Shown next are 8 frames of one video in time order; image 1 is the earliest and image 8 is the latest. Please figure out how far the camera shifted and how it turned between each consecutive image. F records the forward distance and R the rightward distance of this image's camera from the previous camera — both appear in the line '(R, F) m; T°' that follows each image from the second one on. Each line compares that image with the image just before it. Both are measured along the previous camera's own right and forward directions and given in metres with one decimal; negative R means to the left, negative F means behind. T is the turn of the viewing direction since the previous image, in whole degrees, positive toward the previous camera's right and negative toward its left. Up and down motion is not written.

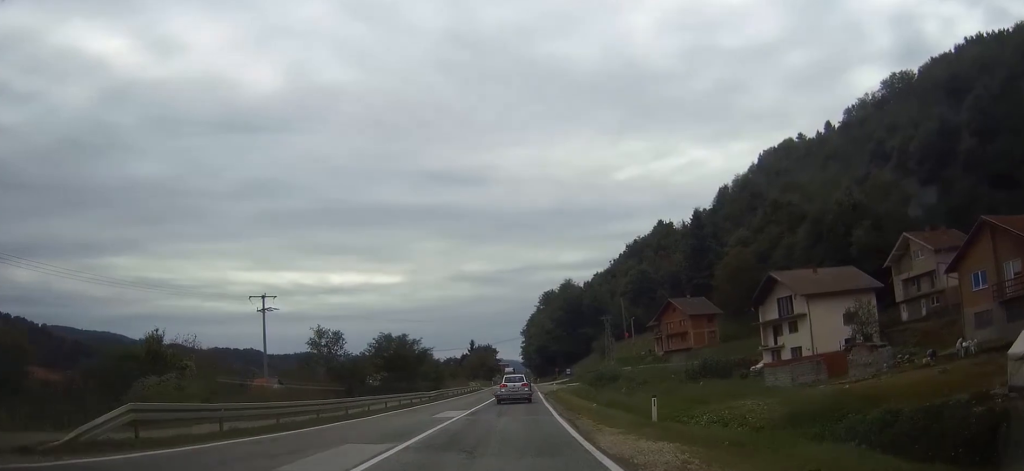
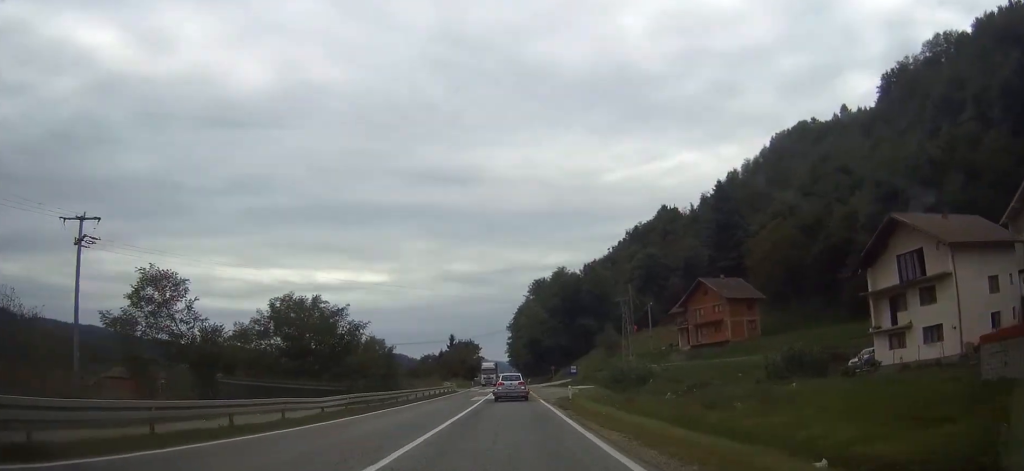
(+0.2, +27.8) m; +1°
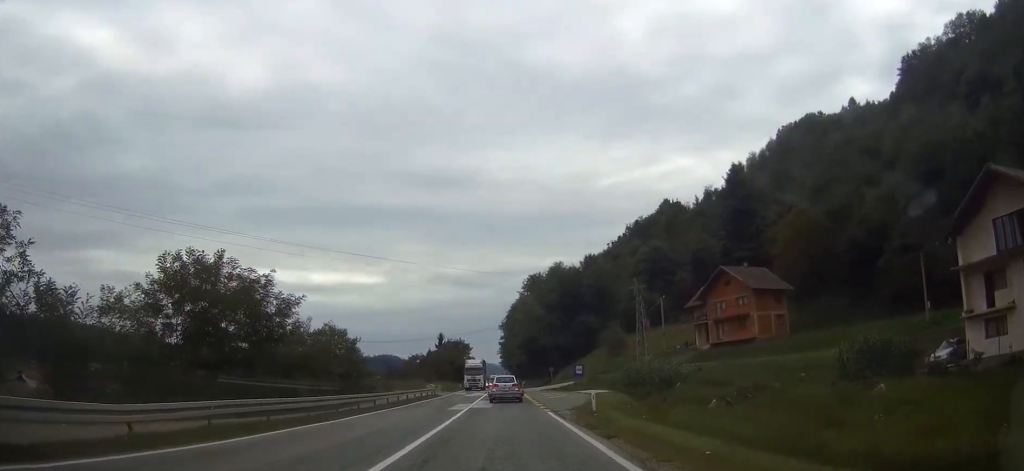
(0.0, +13.0) m; +1°
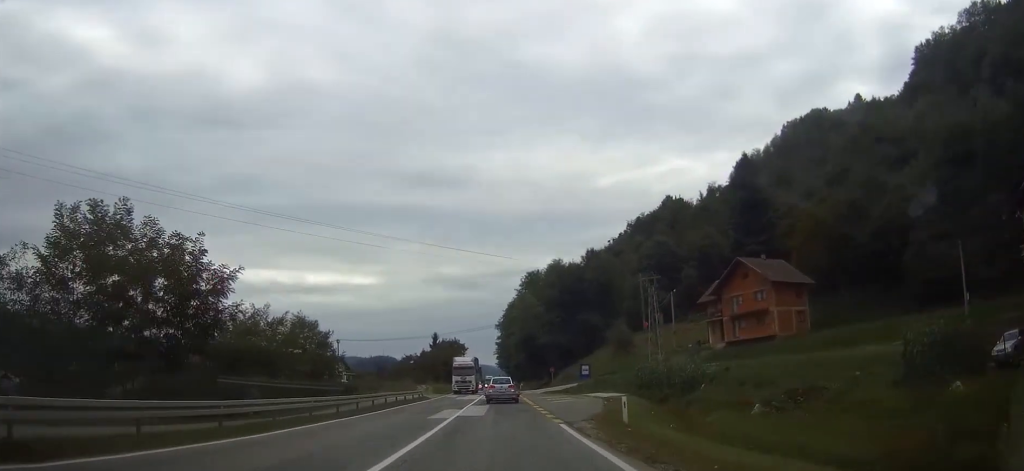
(+0.1, +7.3) m; 0°
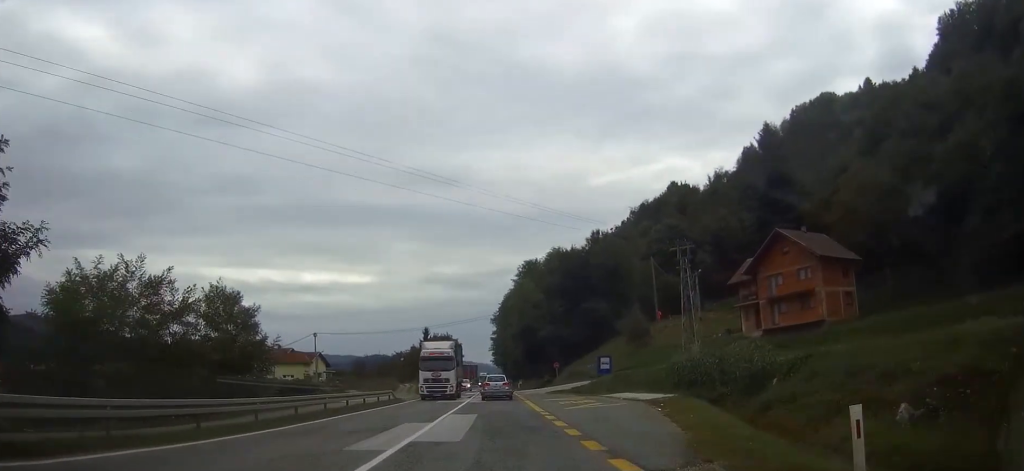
(0.0, +12.9) m; 0°
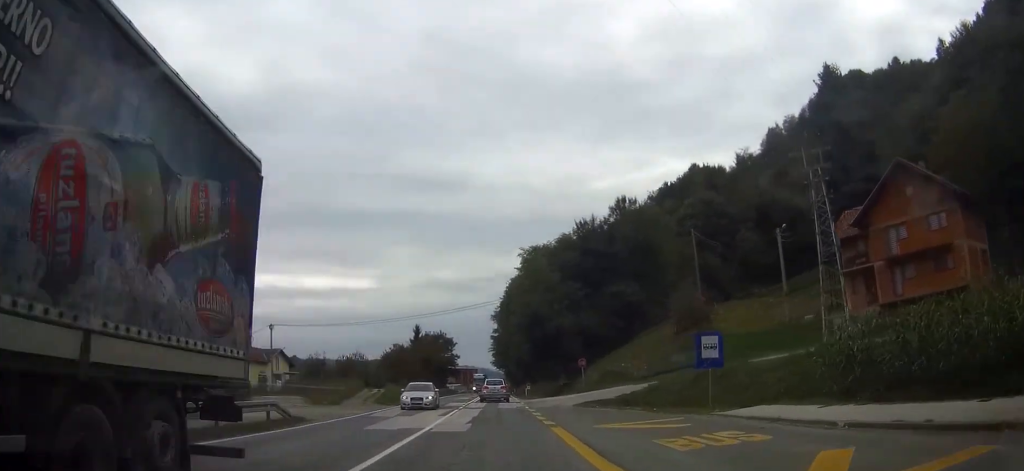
(0.0, +22.4) m; 0°
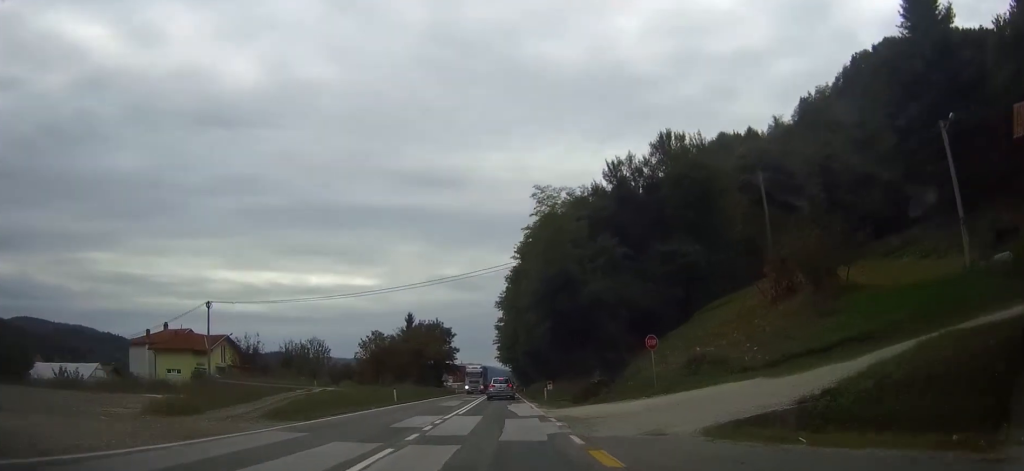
(-0.1, +21.9) m; 0°
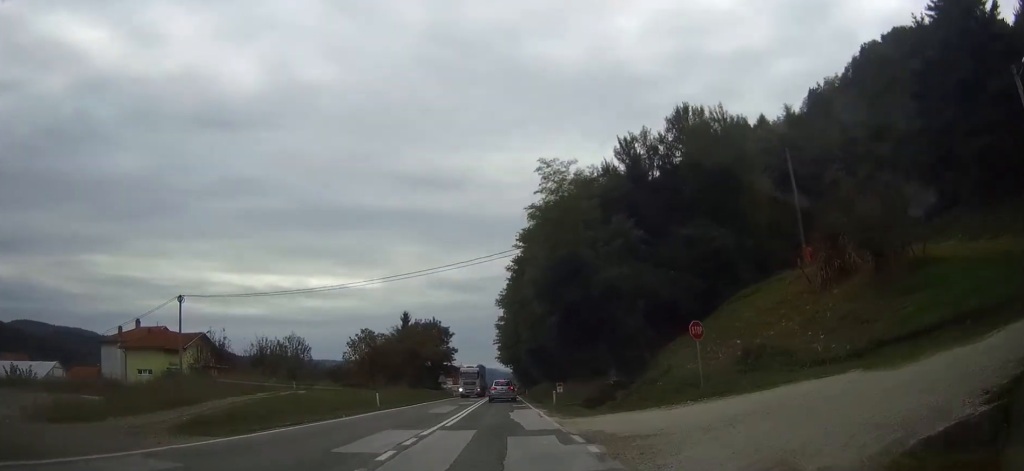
(0.0, +6.7) m; 0°
